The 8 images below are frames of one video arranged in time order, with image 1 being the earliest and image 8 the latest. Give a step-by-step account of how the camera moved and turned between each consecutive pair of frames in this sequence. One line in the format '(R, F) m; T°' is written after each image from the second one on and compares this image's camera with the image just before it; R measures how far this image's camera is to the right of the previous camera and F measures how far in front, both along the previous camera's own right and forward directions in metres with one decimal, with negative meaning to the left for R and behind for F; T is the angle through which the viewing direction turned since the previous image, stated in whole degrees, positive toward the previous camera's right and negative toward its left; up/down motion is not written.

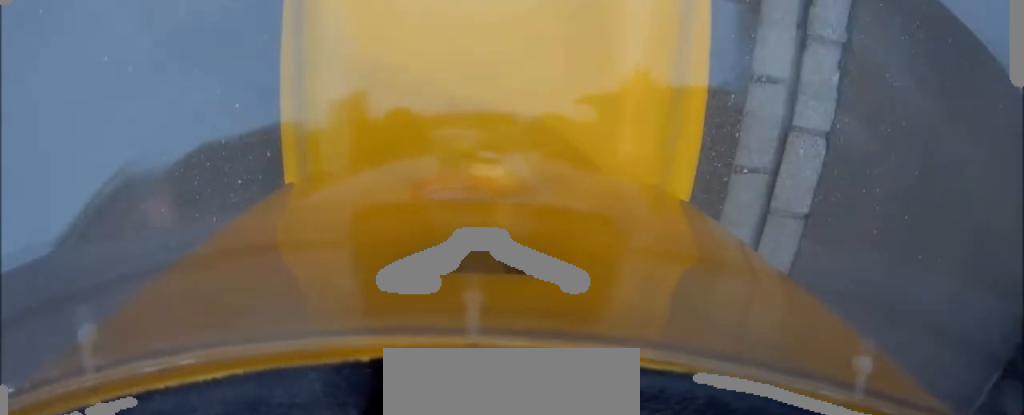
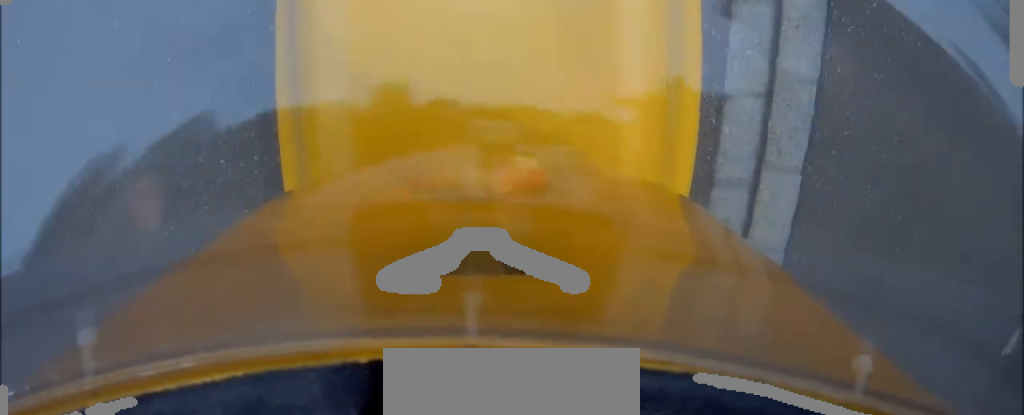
(0.0, +3.9) m; +1°
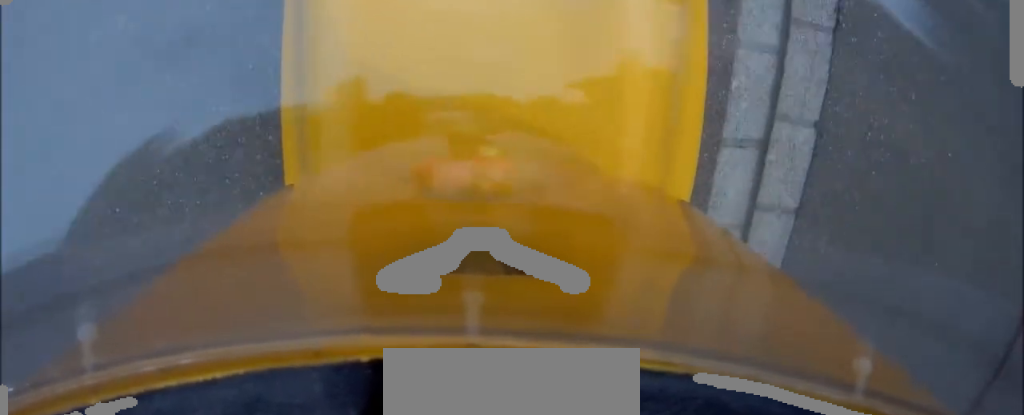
(0.0, +1.7) m; 0°
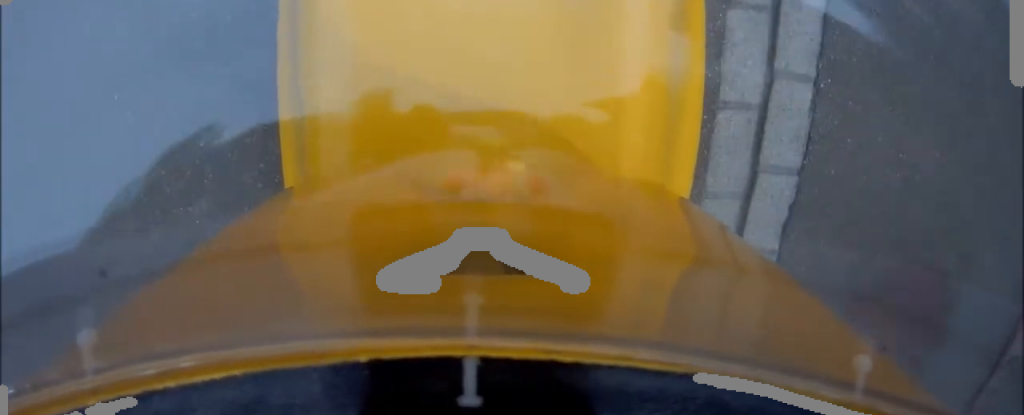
(0.0, +2.6) m; 0°
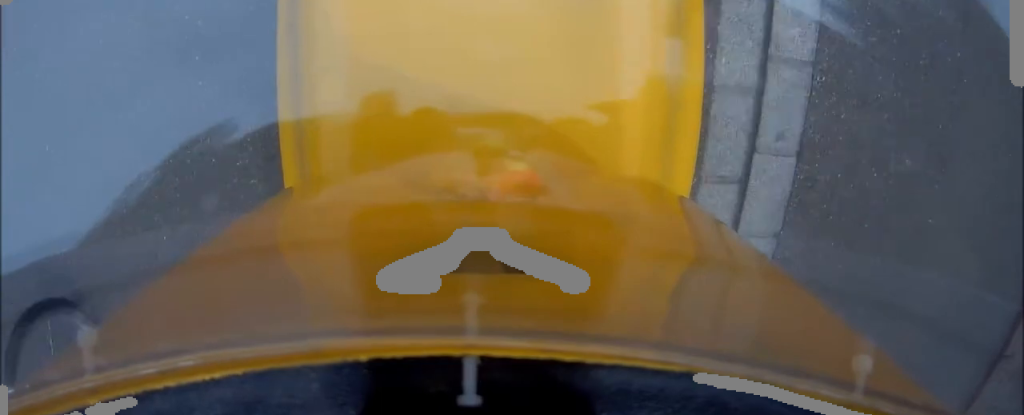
(0.0, +1.4) m; 0°
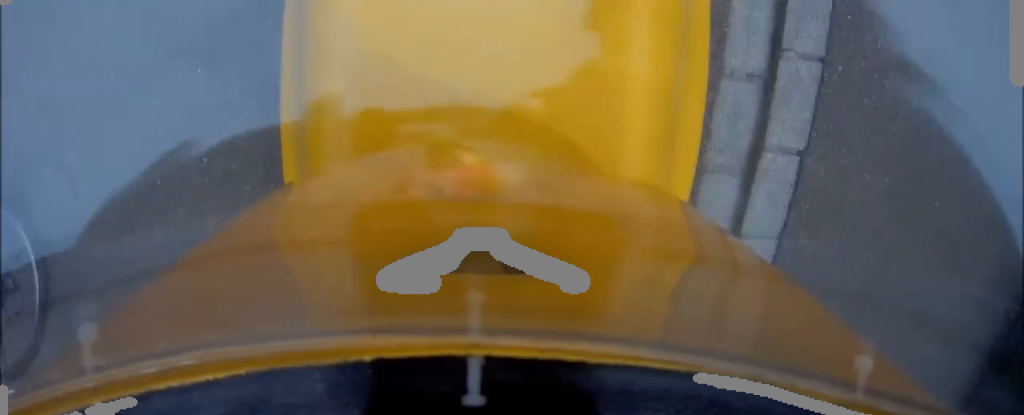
(-0.2, +5.4) m; -6°
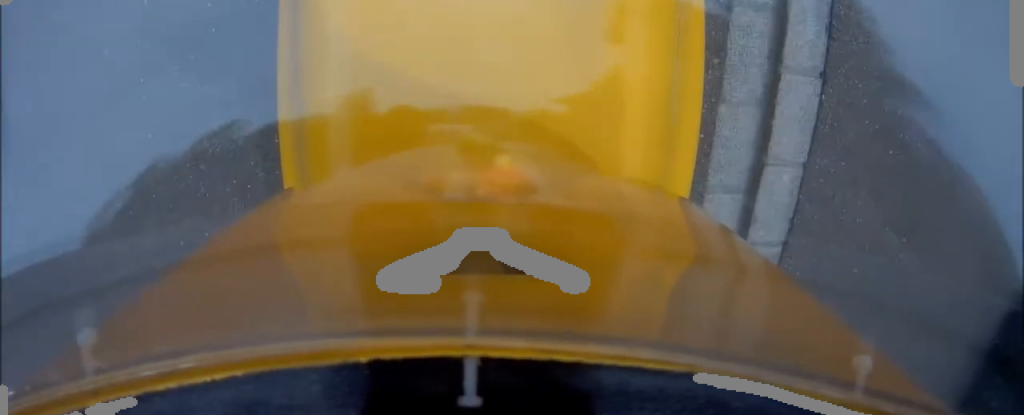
(-0.3, +2.4) m; 0°
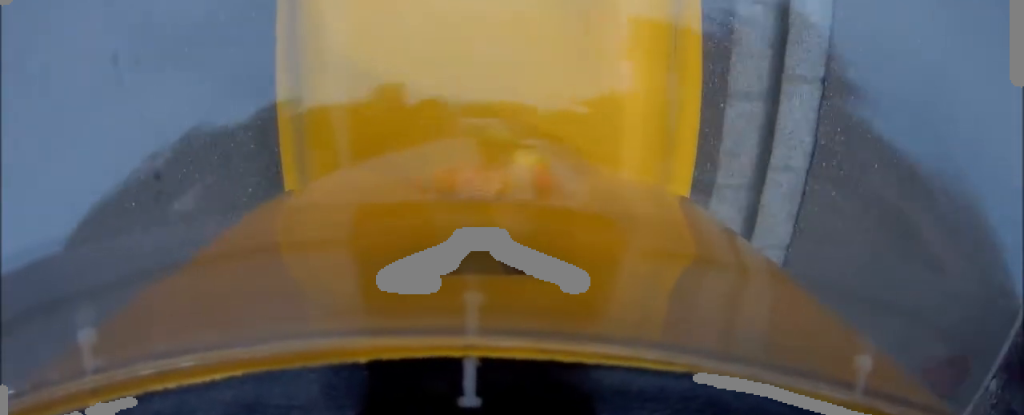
(+0.8, +7.4) m; +7°
